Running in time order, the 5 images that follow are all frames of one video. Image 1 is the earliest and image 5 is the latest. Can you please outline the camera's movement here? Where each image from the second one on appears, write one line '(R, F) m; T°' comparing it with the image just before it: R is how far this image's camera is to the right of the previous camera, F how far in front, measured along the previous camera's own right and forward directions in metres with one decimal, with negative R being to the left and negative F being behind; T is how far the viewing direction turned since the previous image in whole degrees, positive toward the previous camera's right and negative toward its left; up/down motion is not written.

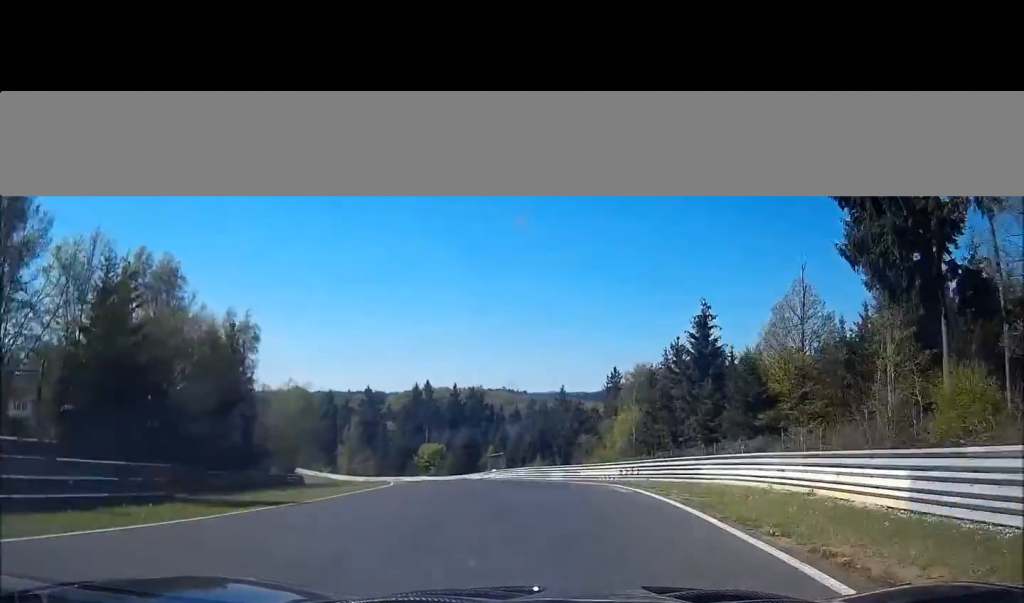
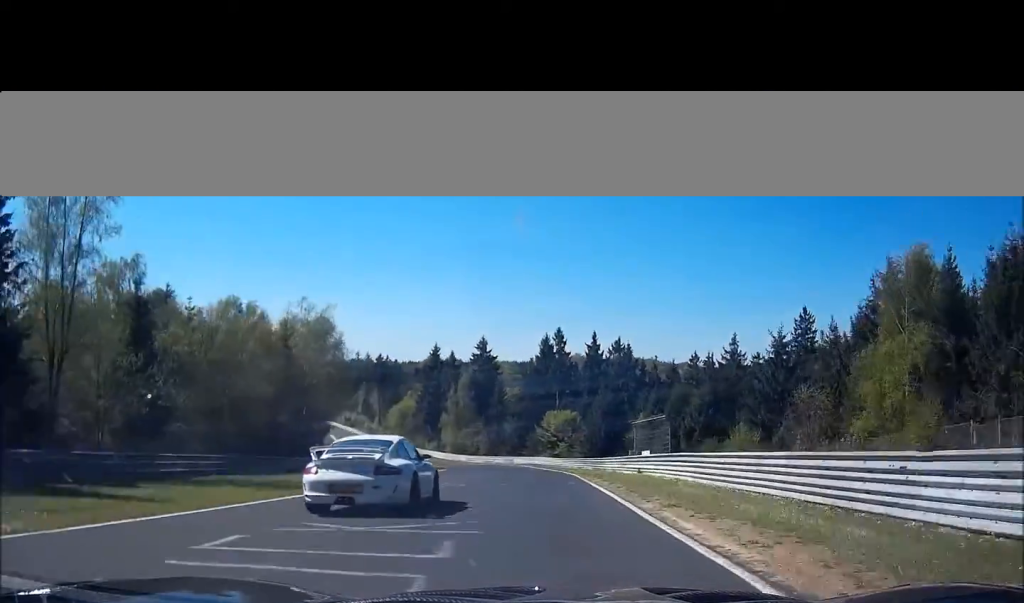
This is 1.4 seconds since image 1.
(-3.6, +45.4) m; -10°
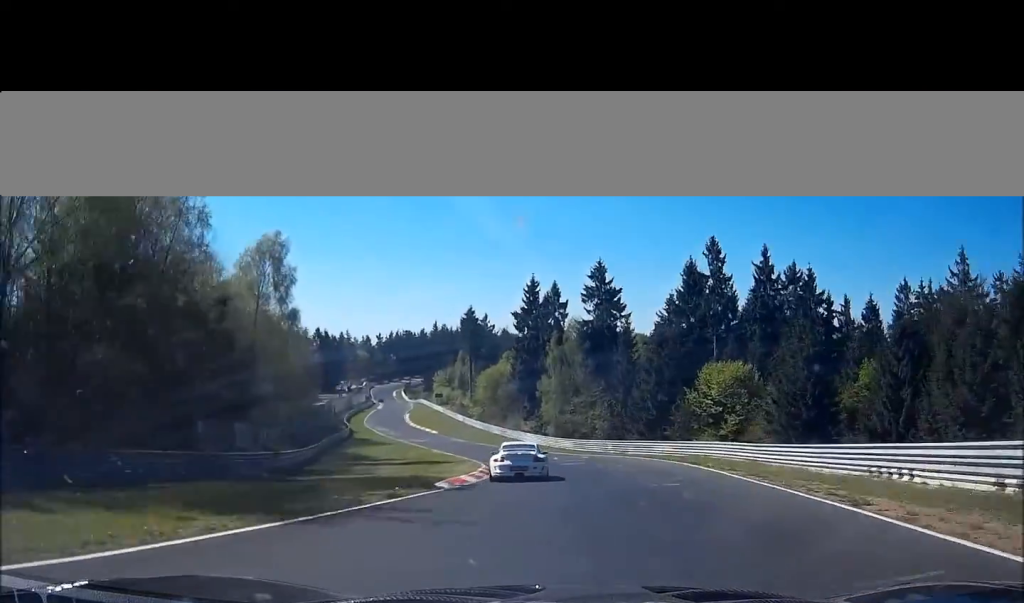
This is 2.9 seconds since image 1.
(-4.6, +49.9) m; -11°
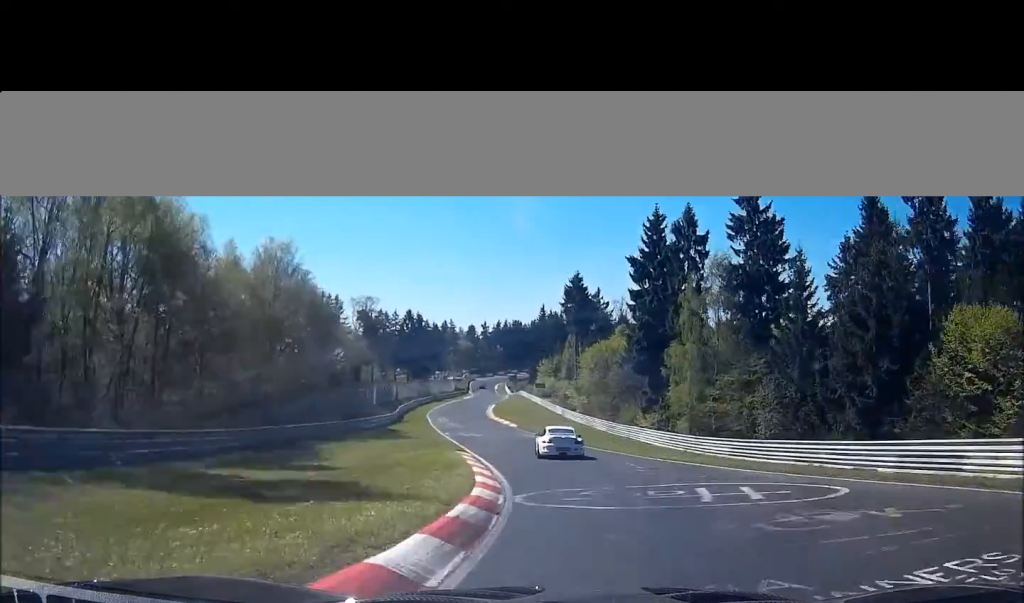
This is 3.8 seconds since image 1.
(-2.0, +33.7) m; -6°
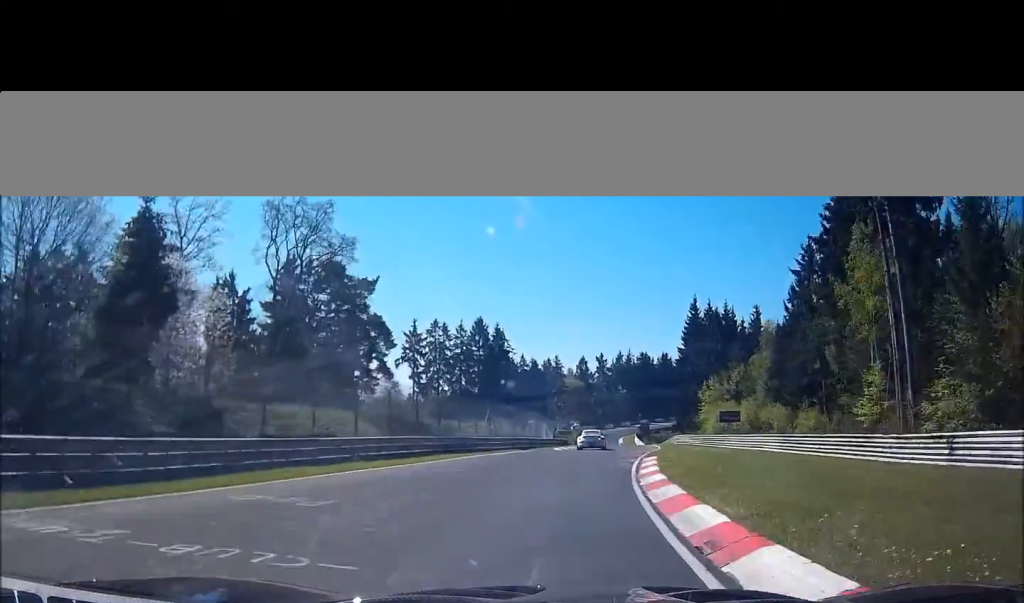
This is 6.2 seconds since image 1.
(-8.1, +88.4) m; -7°
